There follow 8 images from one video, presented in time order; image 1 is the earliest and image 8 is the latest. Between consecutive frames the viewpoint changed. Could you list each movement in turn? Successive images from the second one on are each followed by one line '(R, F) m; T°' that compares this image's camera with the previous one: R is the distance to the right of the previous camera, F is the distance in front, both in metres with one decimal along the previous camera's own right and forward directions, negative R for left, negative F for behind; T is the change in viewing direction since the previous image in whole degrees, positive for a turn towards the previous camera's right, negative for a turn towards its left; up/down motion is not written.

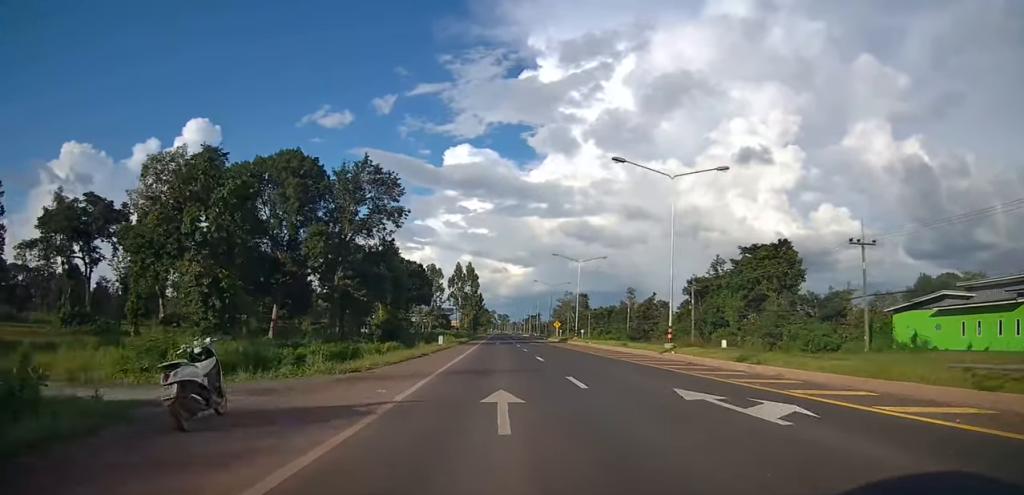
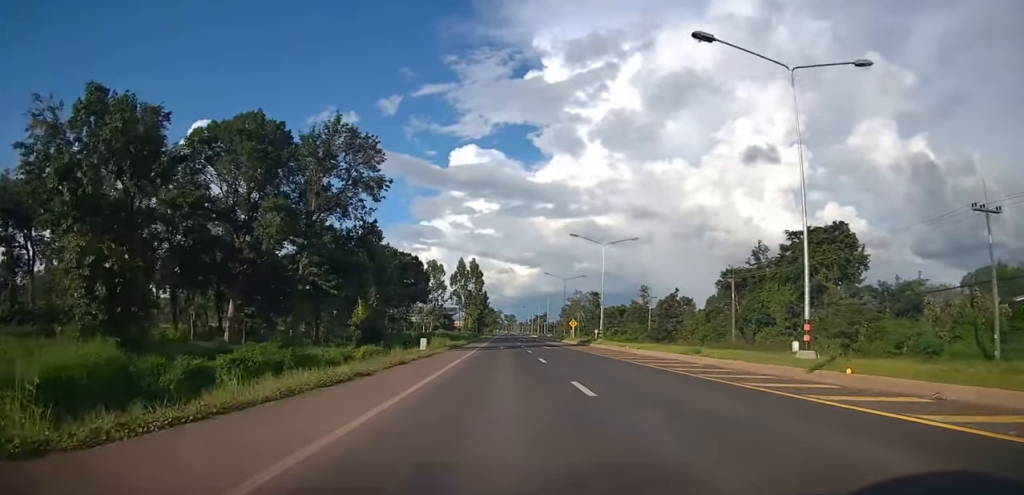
(-0.3, +13.0) m; -1°
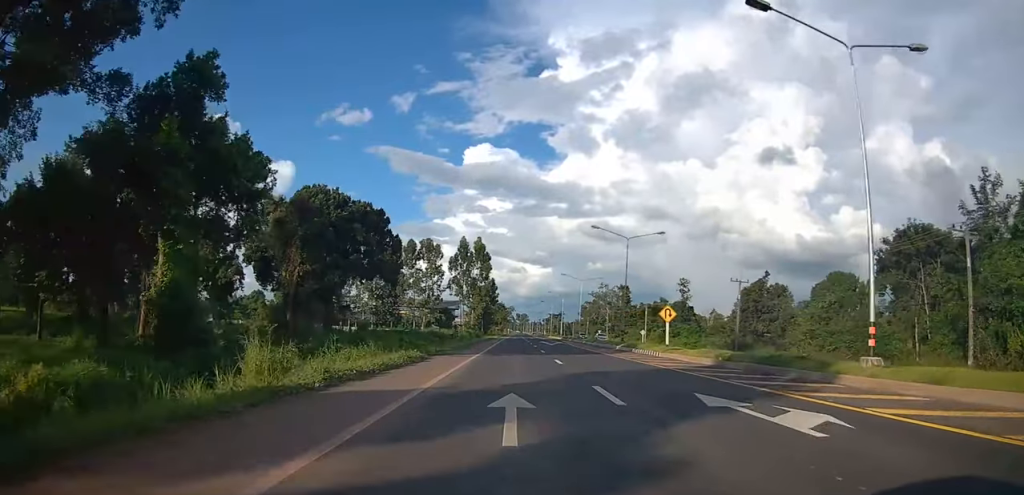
(-0.1, +37.7) m; -2°
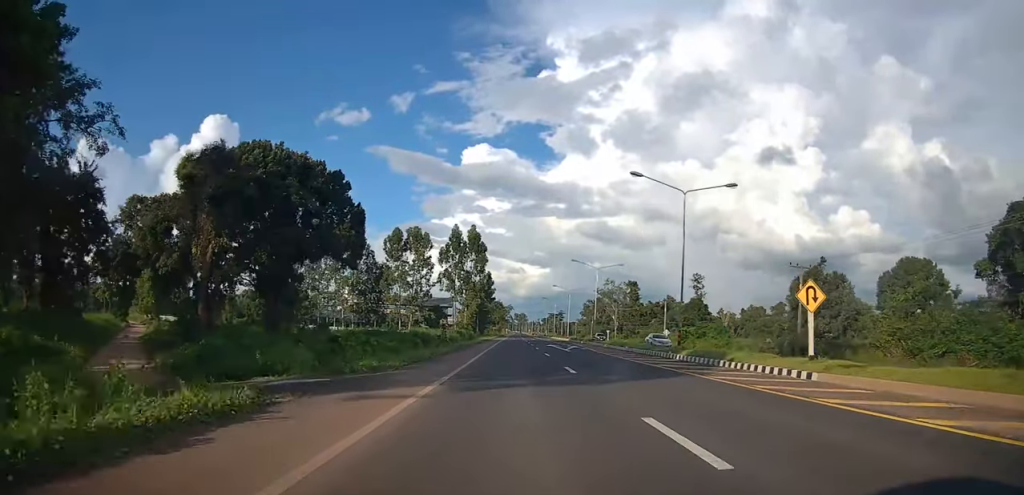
(-0.2, +16.2) m; -1°
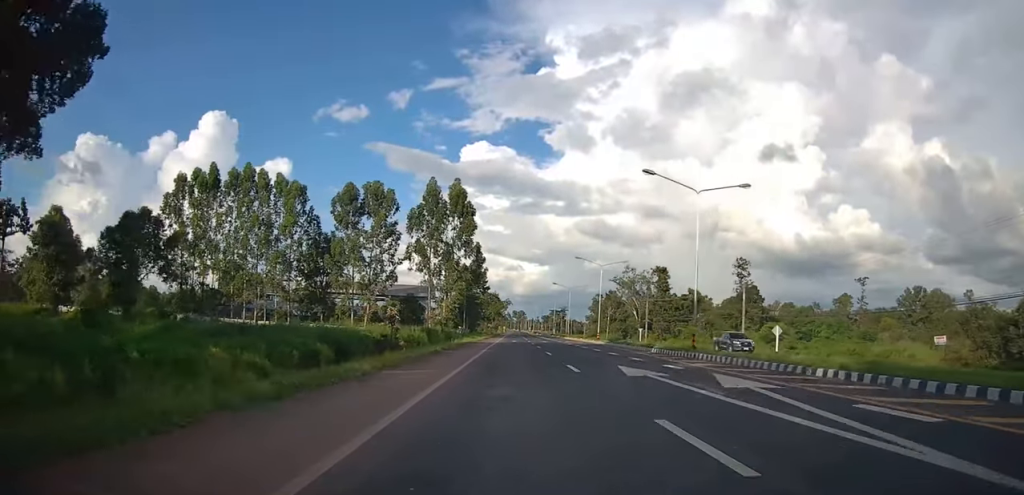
(+0.1, +36.3) m; +1°
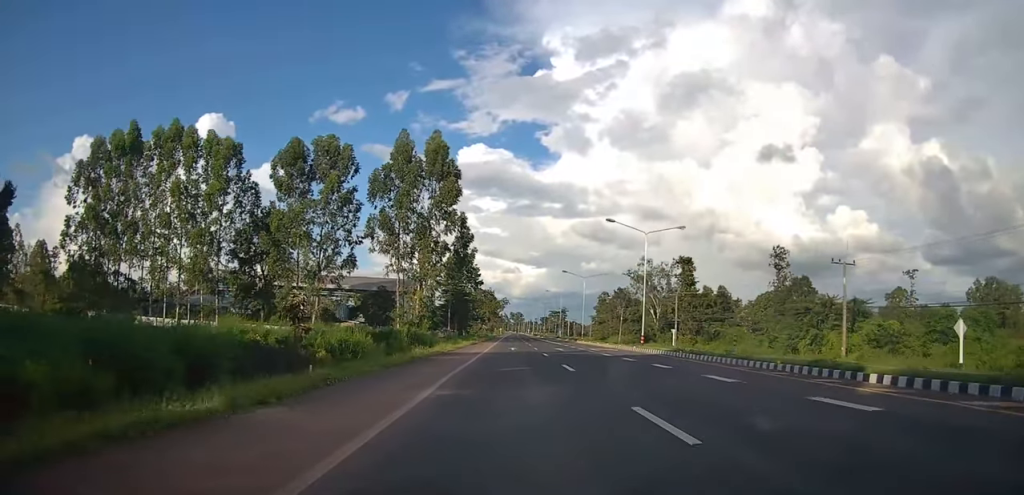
(+0.1, +22.6) m; 0°
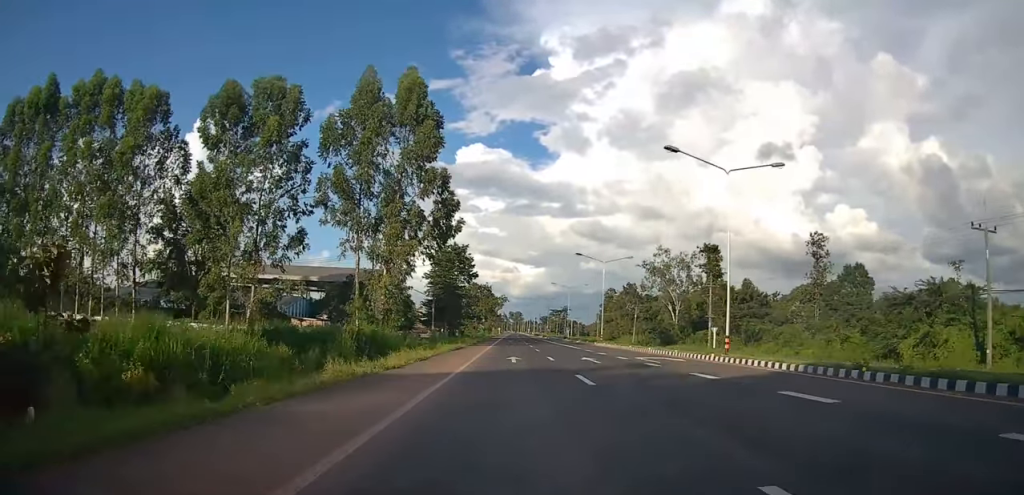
(0.0, +16.8) m; 0°
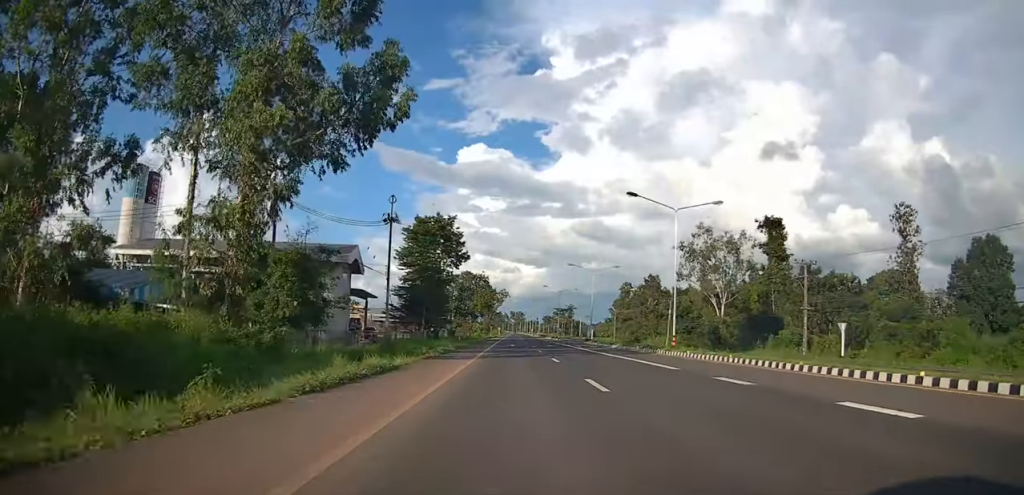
(0.0, +26.3) m; 0°
